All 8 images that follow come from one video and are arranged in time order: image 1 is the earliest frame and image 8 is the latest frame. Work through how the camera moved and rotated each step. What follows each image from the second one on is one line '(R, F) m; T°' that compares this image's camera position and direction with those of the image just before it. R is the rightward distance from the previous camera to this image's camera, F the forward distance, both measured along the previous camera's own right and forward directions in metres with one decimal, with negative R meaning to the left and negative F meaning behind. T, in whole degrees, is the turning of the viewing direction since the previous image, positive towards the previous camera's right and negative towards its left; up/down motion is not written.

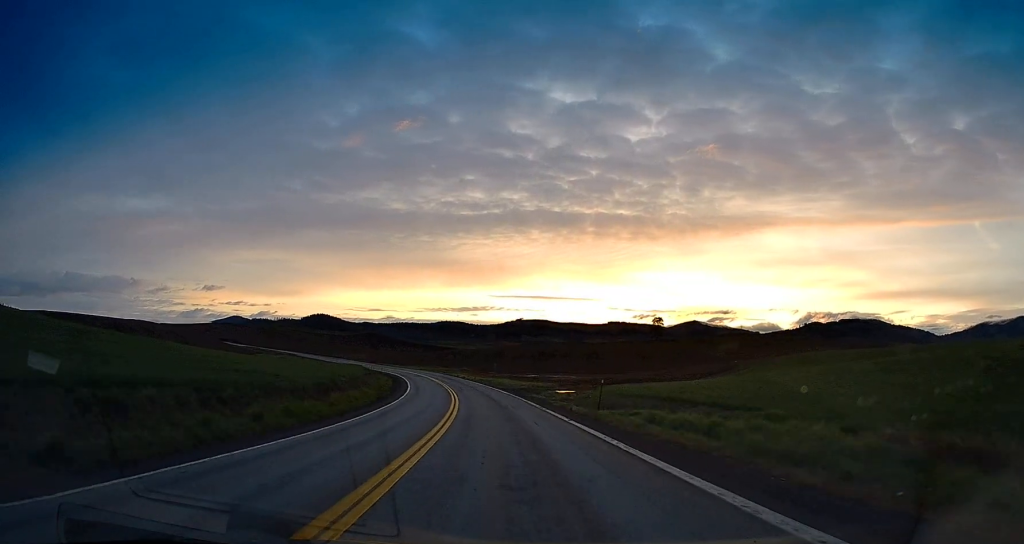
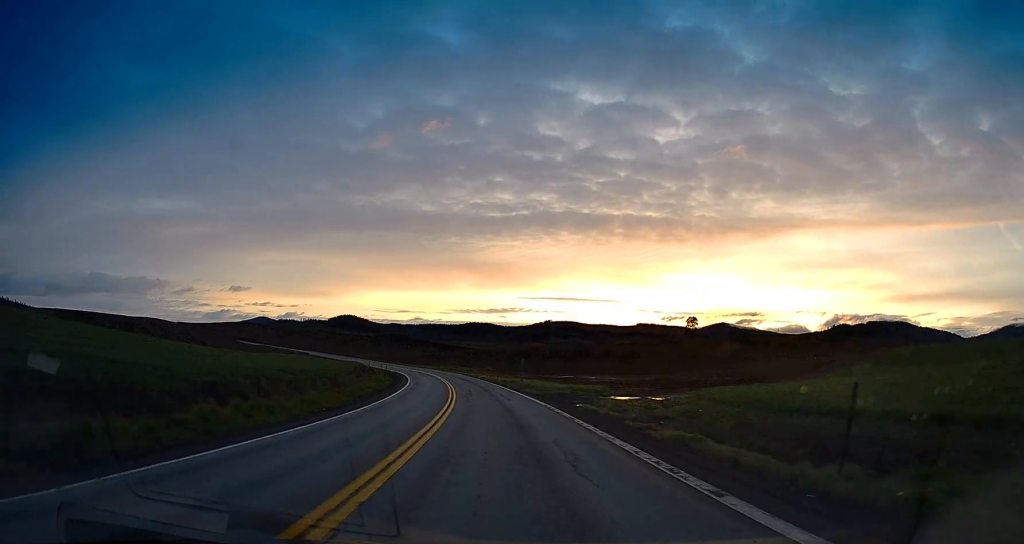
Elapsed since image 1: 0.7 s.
(+0.1, +19.3) m; -1°
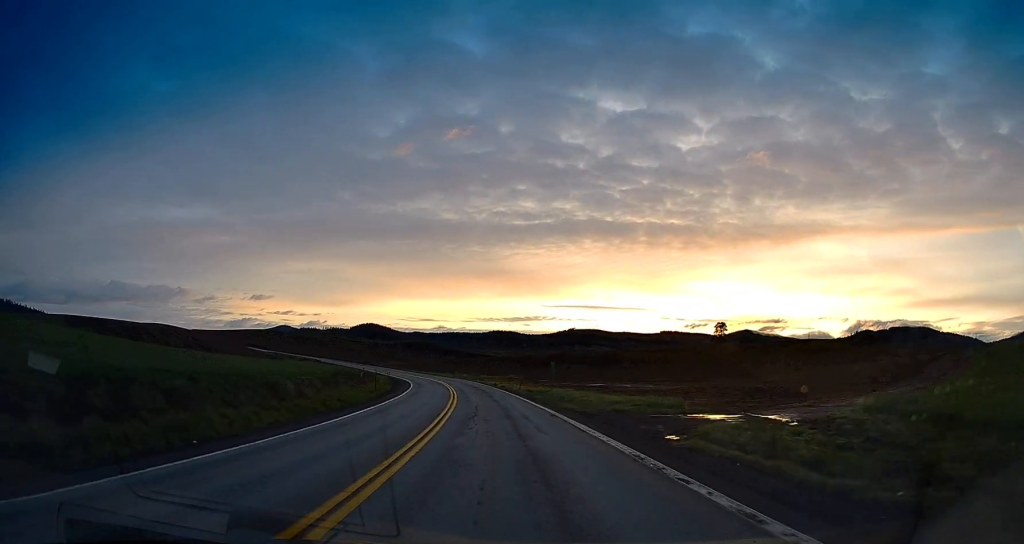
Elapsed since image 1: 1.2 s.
(-0.3, +14.6) m; -2°
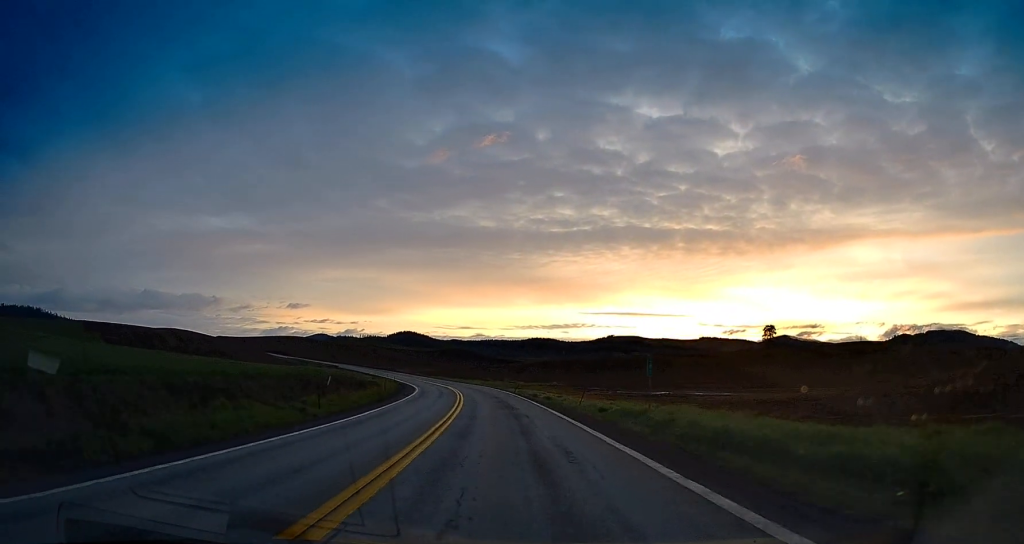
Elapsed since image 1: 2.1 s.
(-0.6, +23.6) m; -3°
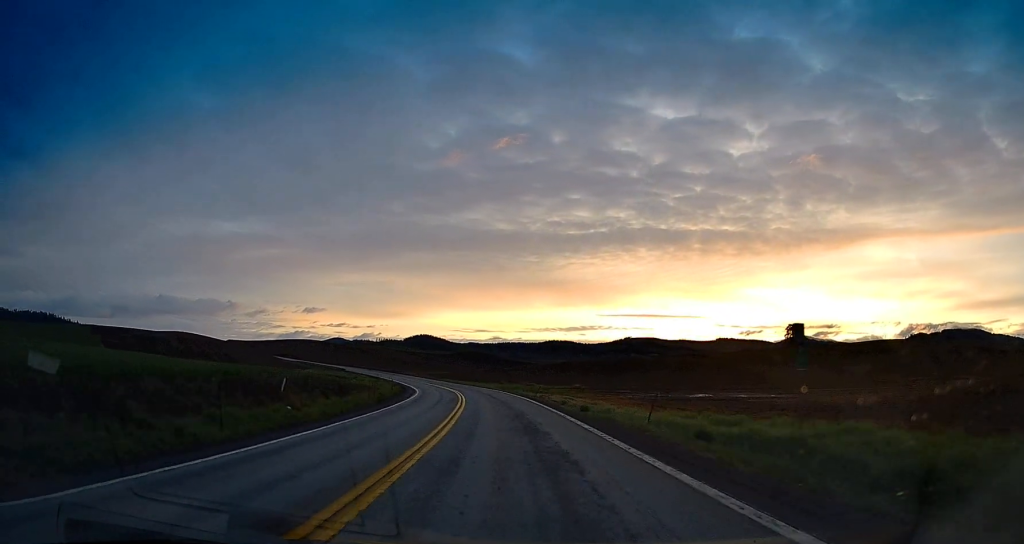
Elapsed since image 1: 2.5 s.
(-0.2, +11.8) m; -1°
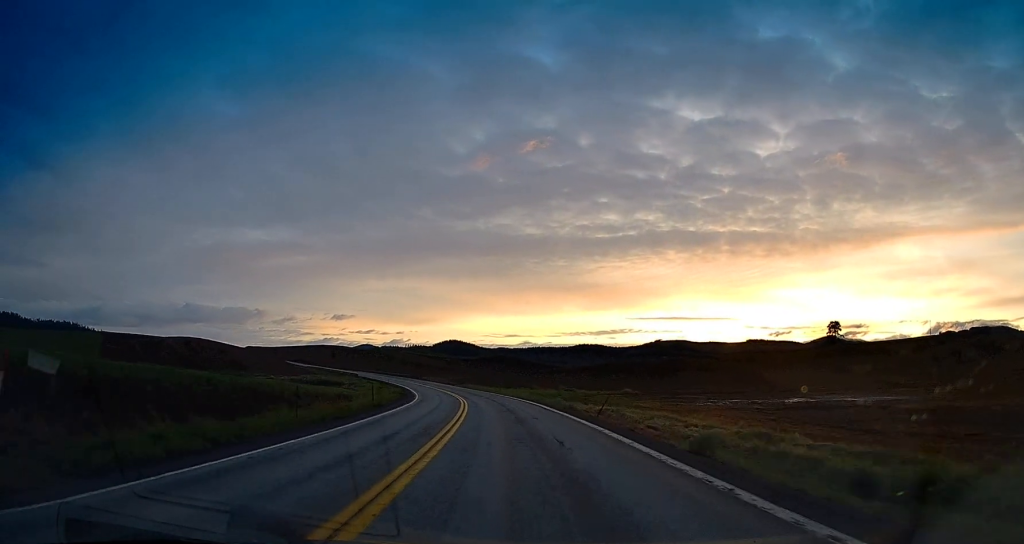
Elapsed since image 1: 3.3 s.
(-0.3, +21.8) m; -3°
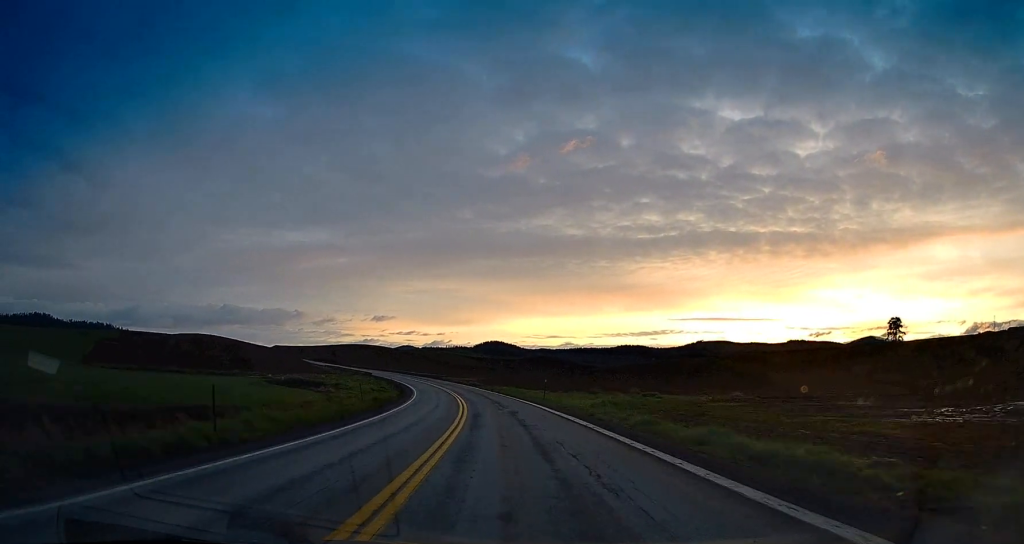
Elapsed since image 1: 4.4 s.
(-1.4, +29.6) m; -5°
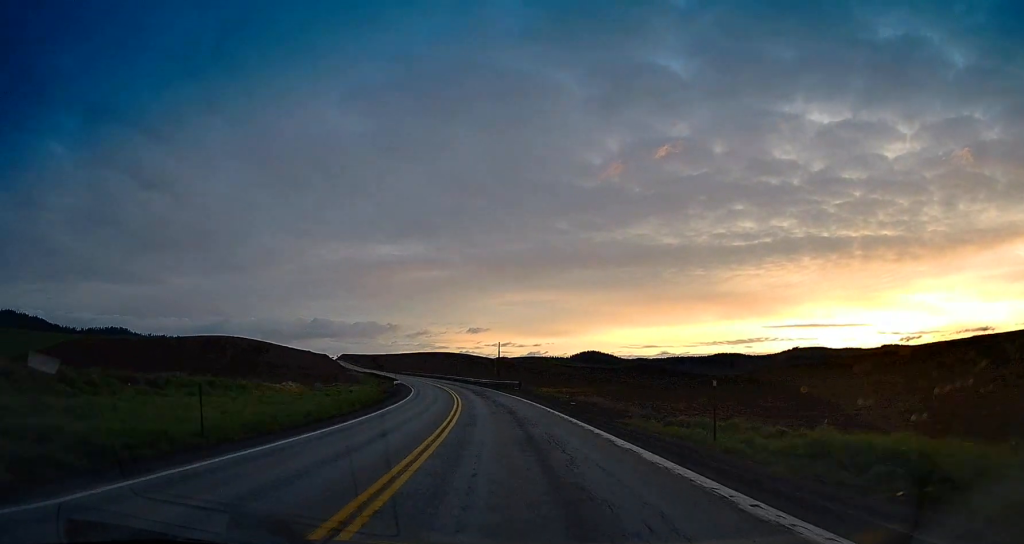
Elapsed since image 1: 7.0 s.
(-4.3, +67.6) m; -8°
